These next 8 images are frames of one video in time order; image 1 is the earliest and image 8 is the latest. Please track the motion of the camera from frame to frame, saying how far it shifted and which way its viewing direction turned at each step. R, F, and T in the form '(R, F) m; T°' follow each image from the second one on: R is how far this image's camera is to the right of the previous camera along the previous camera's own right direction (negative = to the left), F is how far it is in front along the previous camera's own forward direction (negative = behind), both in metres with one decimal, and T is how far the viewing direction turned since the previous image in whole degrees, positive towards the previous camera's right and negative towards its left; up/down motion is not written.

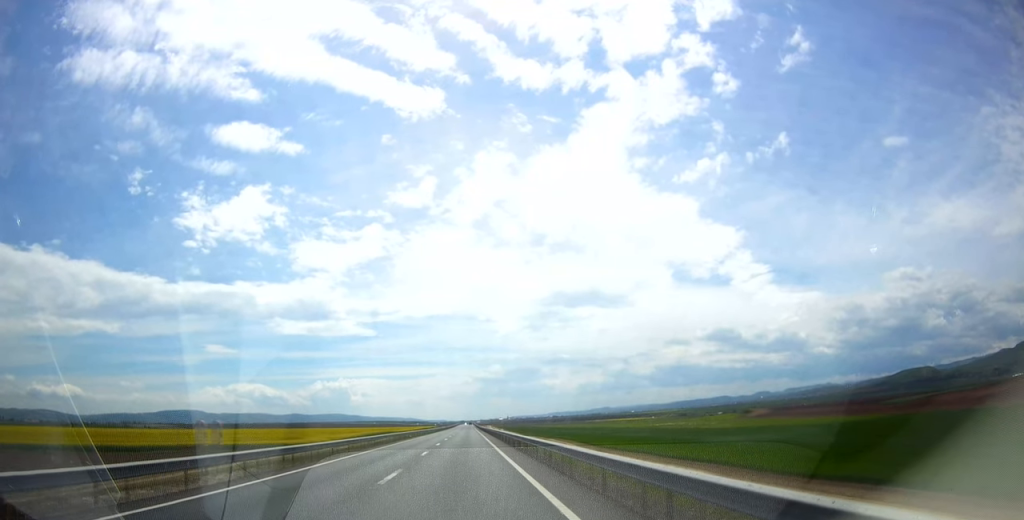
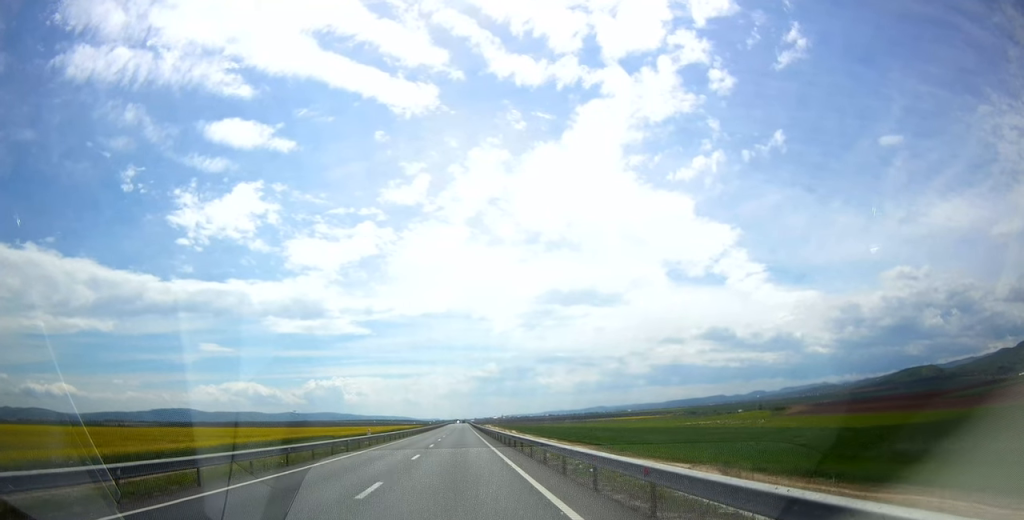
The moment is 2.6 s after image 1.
(-0.2, +75.6) m; 0°
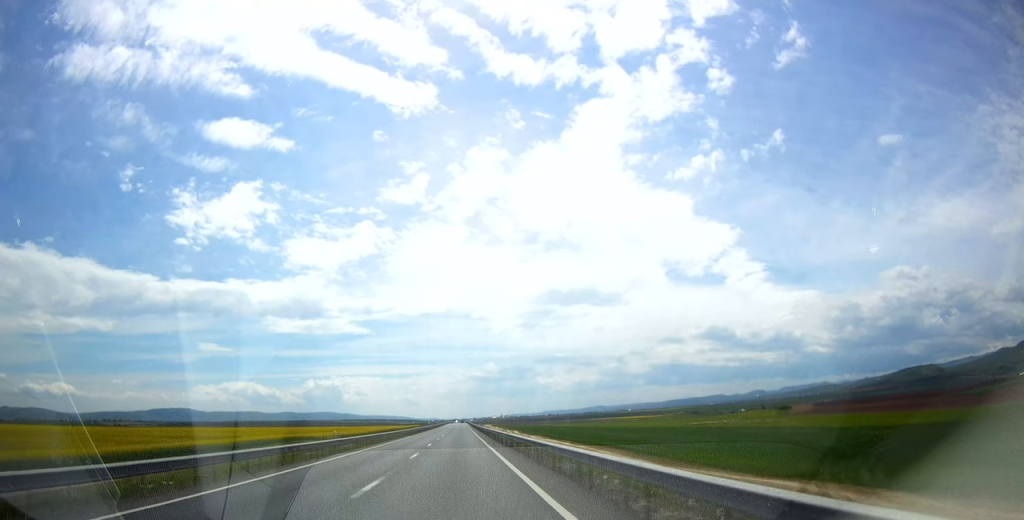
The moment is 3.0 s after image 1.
(0.0, +11.5) m; 0°
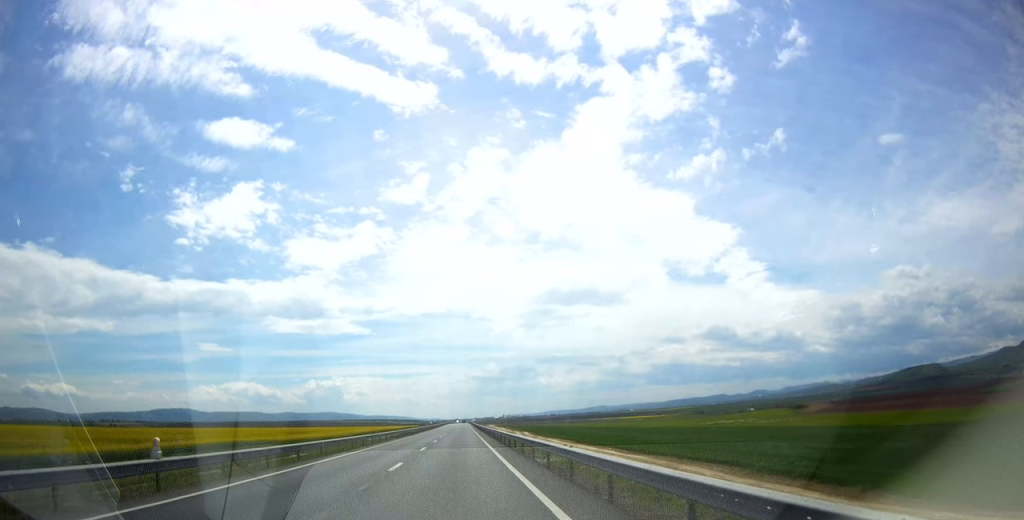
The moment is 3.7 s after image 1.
(+0.1, +18.4) m; 0°
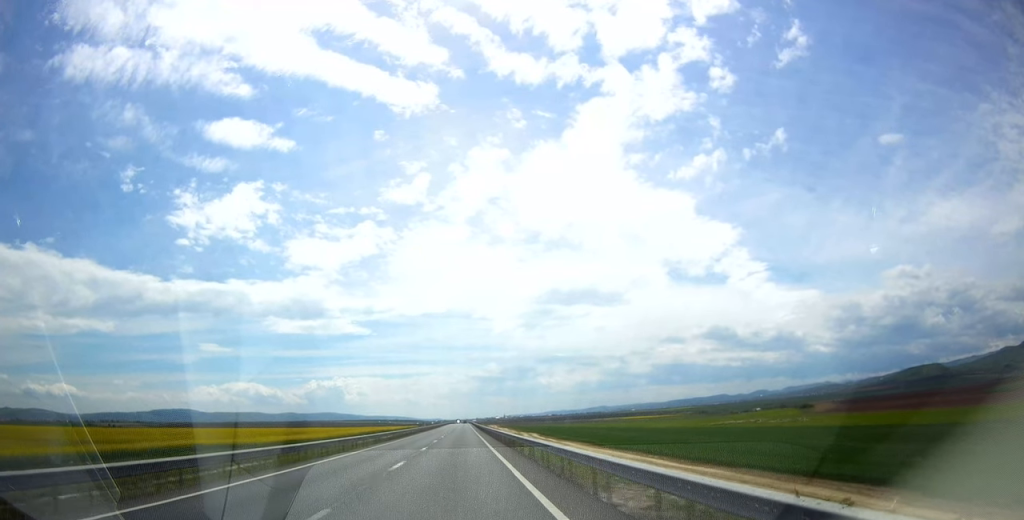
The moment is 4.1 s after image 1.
(-0.1, +11.5) m; 0°
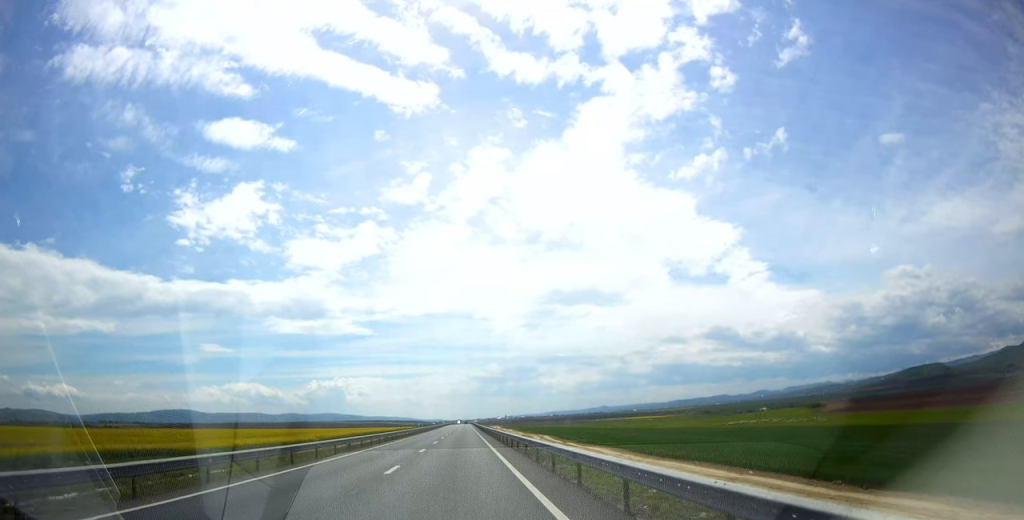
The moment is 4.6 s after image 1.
(-0.1, +13.8) m; 0°
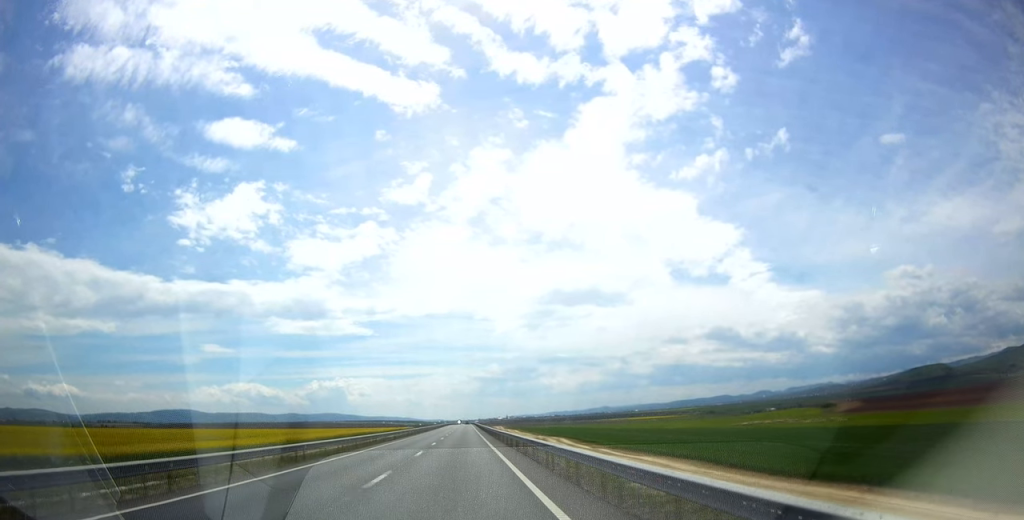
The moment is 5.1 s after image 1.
(+0.2, +15.0) m; 0°
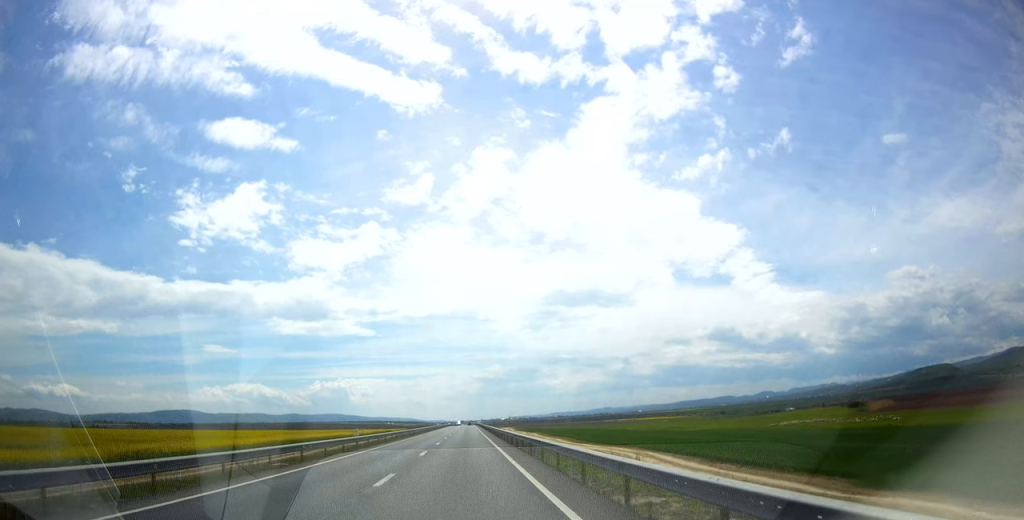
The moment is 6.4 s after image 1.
(+0.2, +36.9) m; 0°
